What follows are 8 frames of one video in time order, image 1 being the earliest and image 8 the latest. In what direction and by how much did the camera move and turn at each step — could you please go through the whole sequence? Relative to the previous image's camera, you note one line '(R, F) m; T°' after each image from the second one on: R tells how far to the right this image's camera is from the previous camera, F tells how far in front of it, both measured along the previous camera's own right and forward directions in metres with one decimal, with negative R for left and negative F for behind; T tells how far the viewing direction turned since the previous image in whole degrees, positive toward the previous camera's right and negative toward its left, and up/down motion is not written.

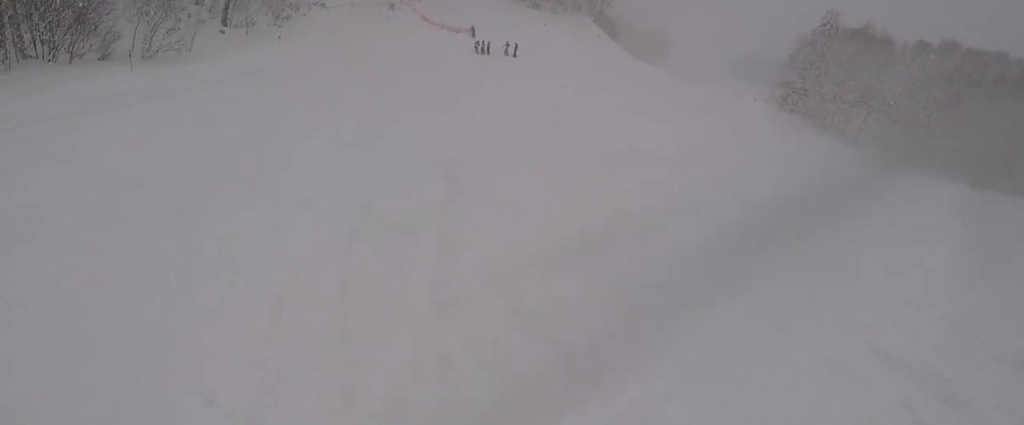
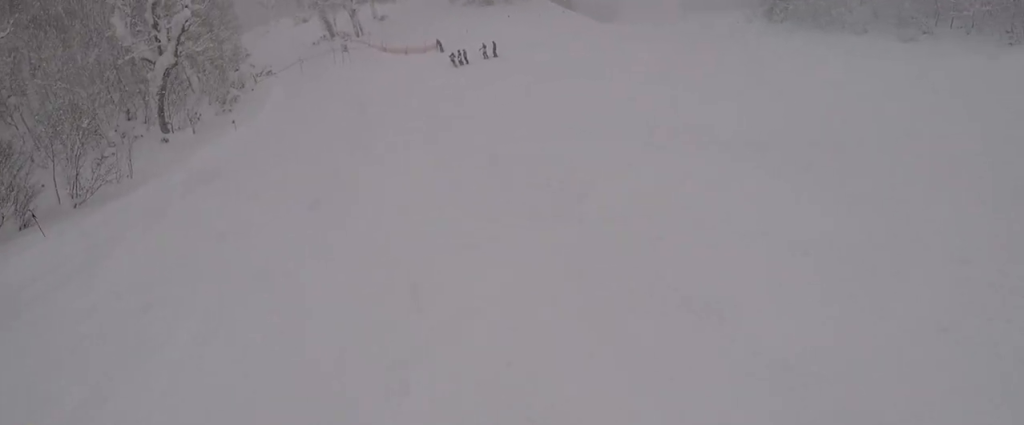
(-1.4, +7.9) m; -2°
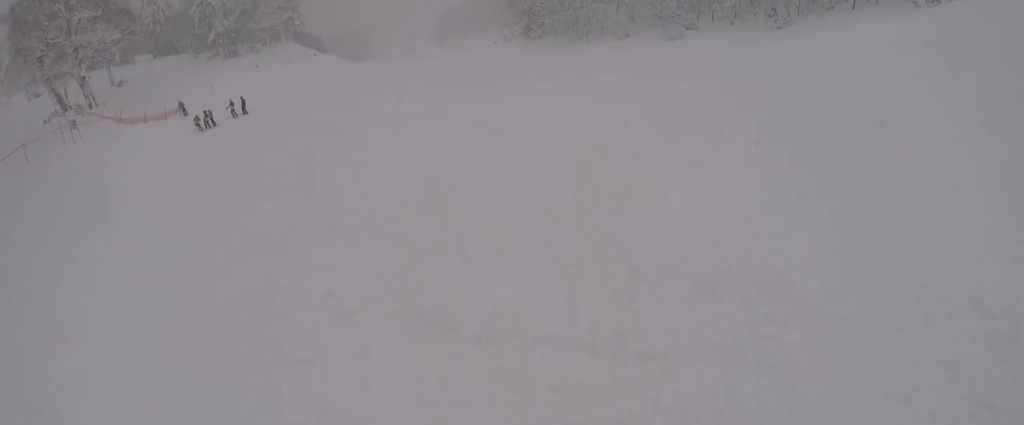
(+1.0, +5.3) m; +12°
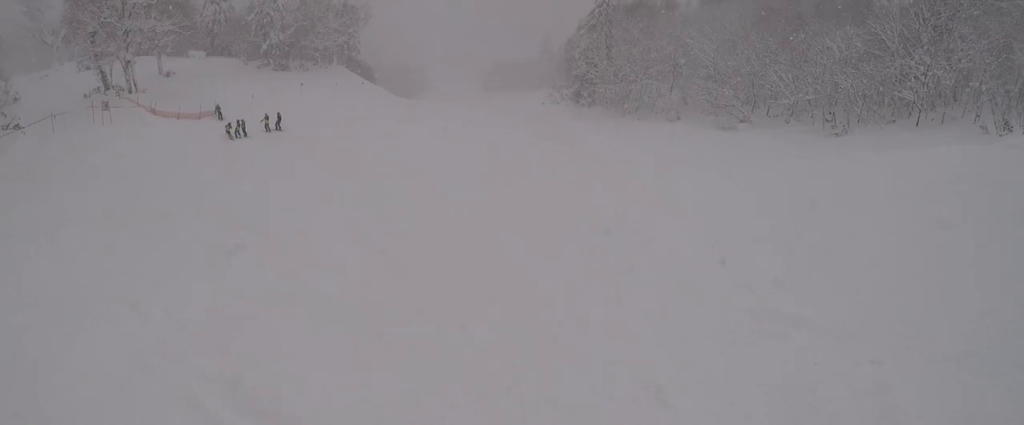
(+0.1, +2.7) m; +1°
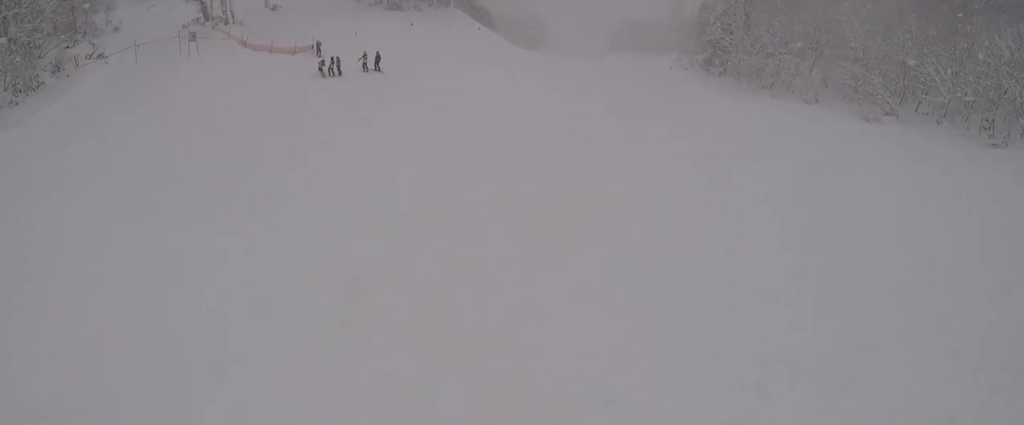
(0.0, +3.8) m; -1°
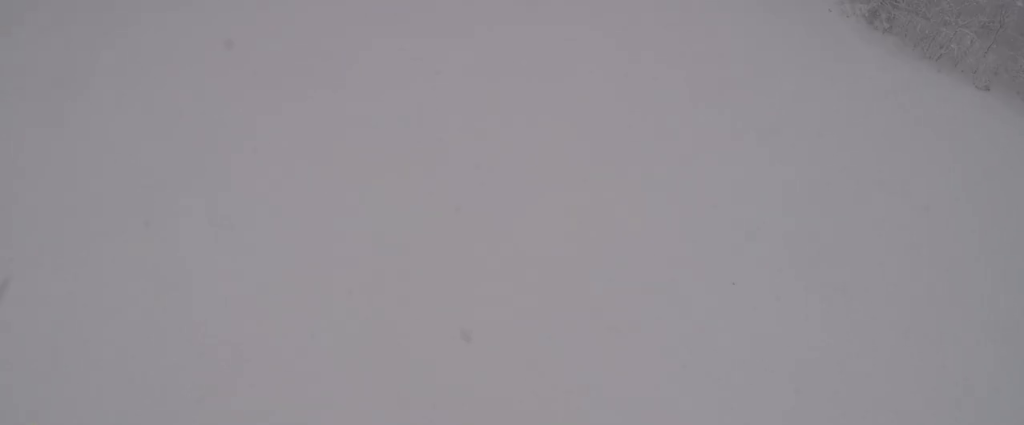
(0.0, +3.9) m; -4°
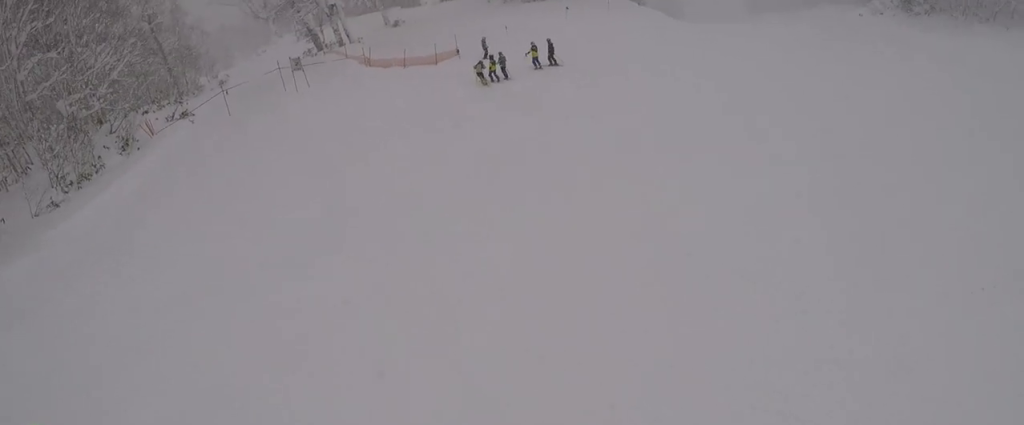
(-1.4, +9.1) m; -4°
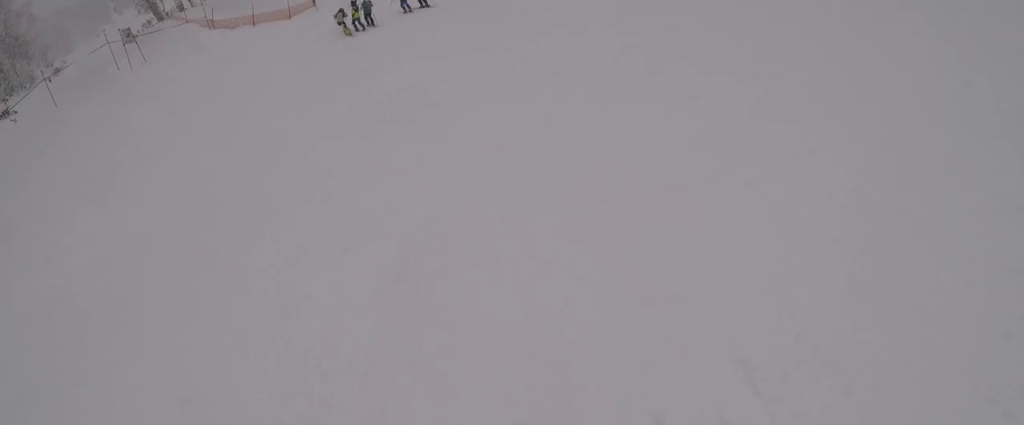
(0.0, +3.3) m; +10°
